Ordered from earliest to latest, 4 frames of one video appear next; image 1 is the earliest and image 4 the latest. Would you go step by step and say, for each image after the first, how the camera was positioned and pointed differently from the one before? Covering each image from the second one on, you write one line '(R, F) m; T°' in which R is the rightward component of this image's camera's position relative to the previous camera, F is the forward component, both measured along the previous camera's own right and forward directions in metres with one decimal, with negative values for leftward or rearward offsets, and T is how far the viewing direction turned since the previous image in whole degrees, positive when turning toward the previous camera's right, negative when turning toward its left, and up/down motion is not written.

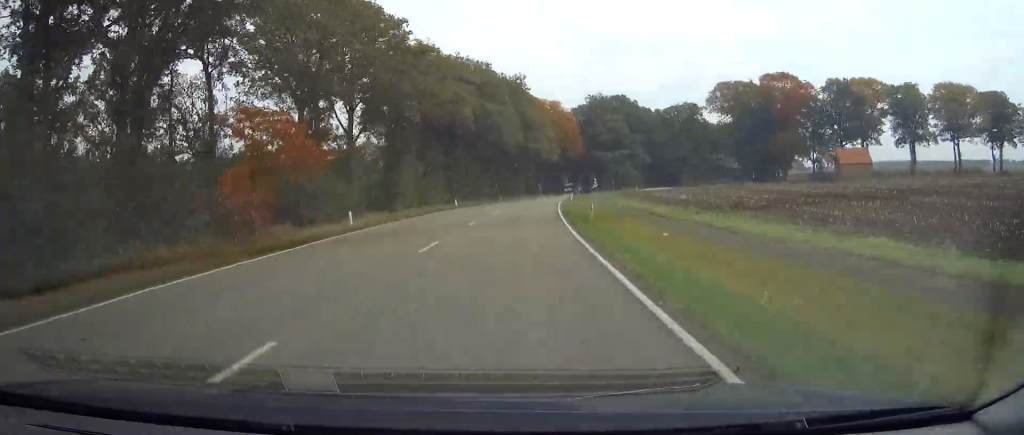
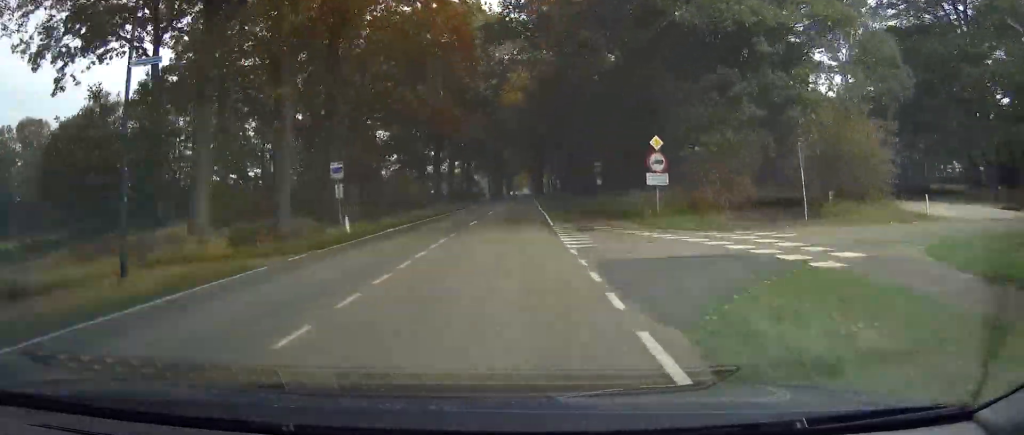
(+6.2, +118.4) m; +5°
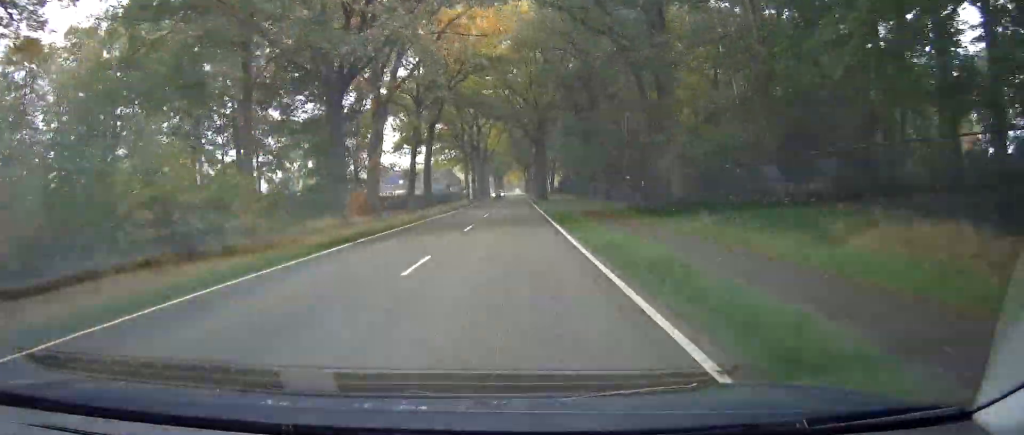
(+0.3, +40.7) m; 0°
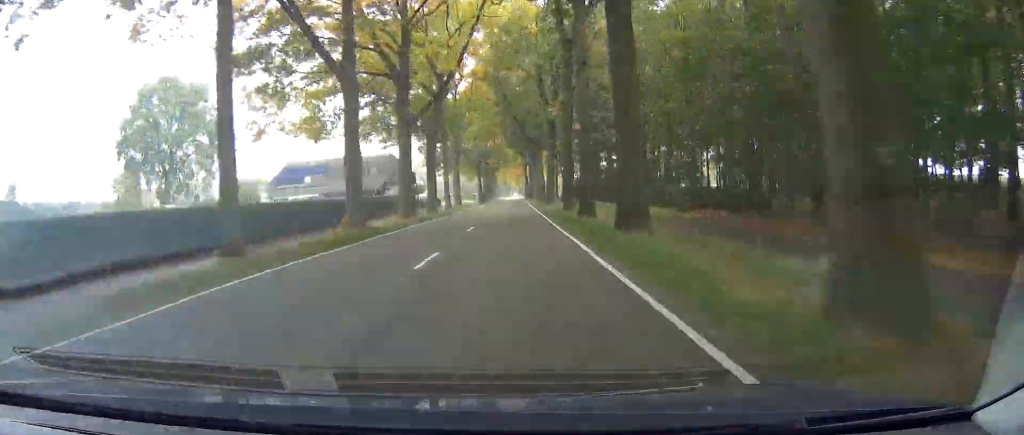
(-0.1, +73.5) m; +1°
